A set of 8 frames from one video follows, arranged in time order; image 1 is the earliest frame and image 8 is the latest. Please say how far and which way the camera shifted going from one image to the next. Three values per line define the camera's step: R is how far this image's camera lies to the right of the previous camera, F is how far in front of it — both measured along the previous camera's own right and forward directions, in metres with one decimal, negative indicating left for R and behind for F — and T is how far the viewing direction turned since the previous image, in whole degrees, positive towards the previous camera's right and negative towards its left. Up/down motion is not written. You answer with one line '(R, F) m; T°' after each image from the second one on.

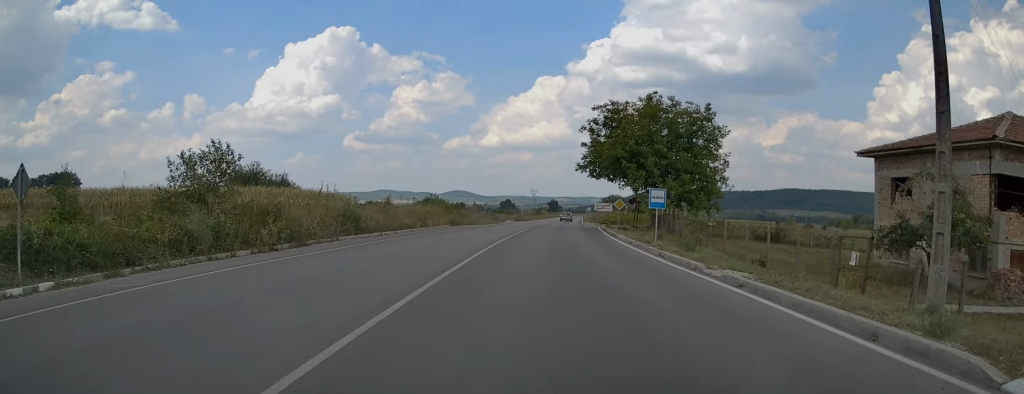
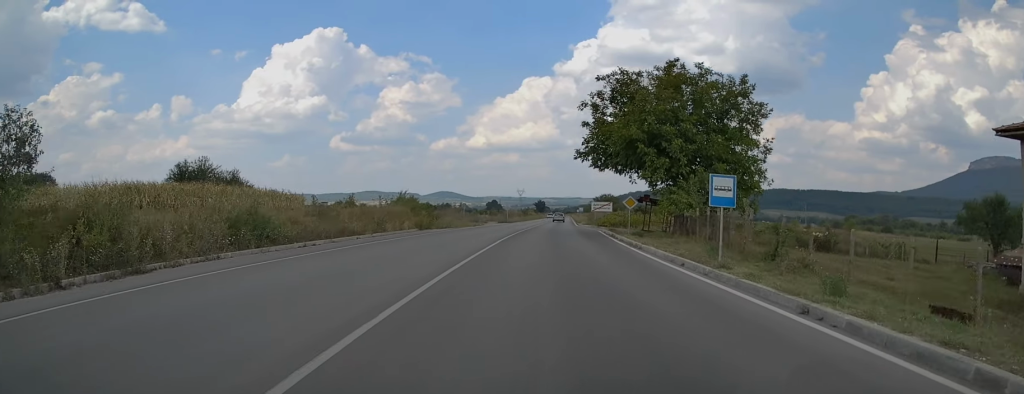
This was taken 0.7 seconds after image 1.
(+0.3, +11.4) m; +1°
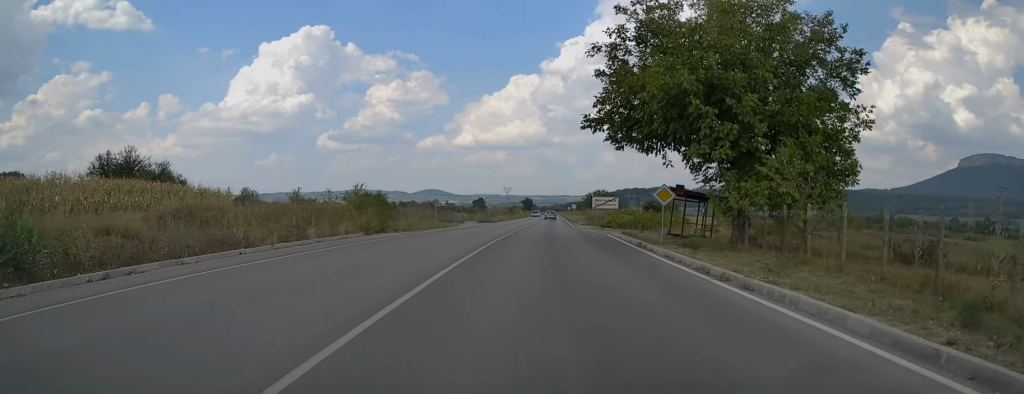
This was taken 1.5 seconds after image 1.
(+0.1, +13.1) m; +1°
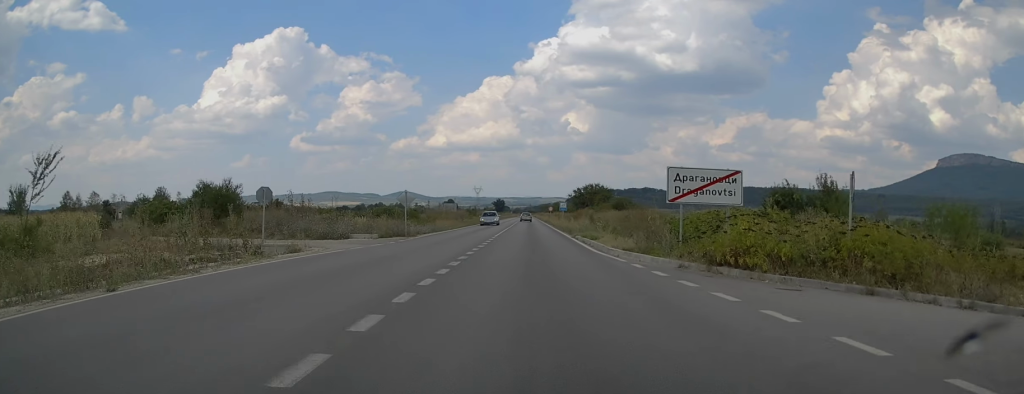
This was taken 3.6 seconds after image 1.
(+0.8, +34.9) m; +2°
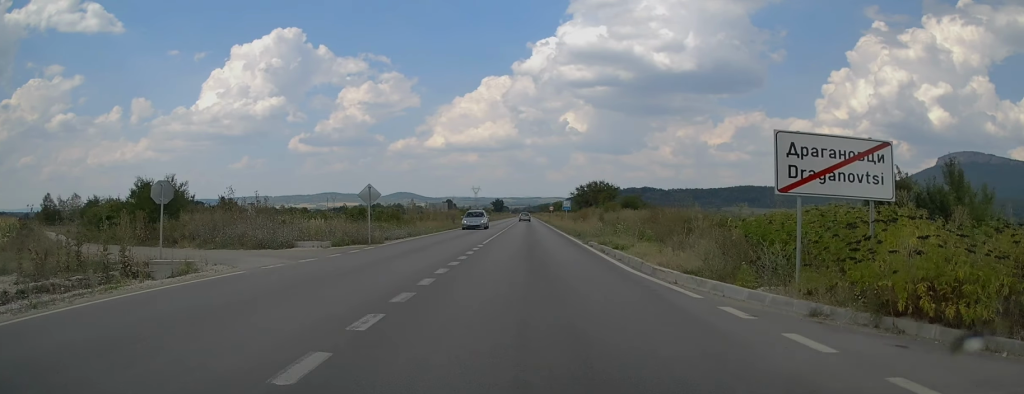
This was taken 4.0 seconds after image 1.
(+0.1, +7.5) m; 0°
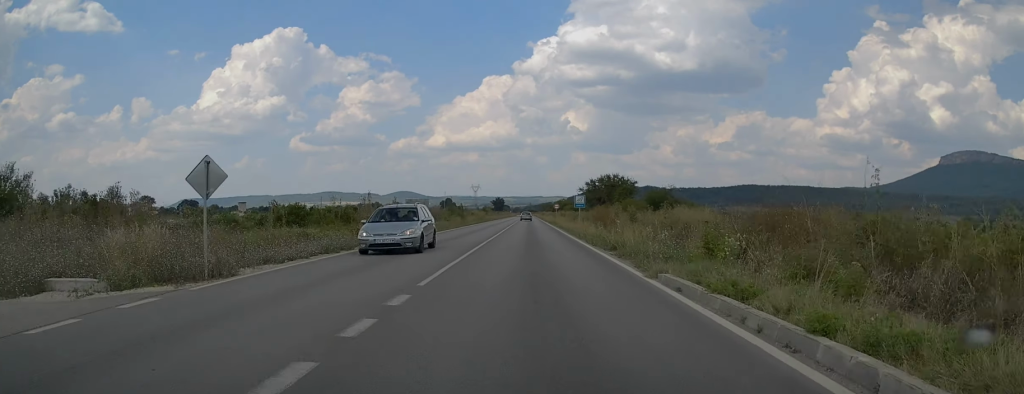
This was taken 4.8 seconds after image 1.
(-0.1, +13.9) m; 0°
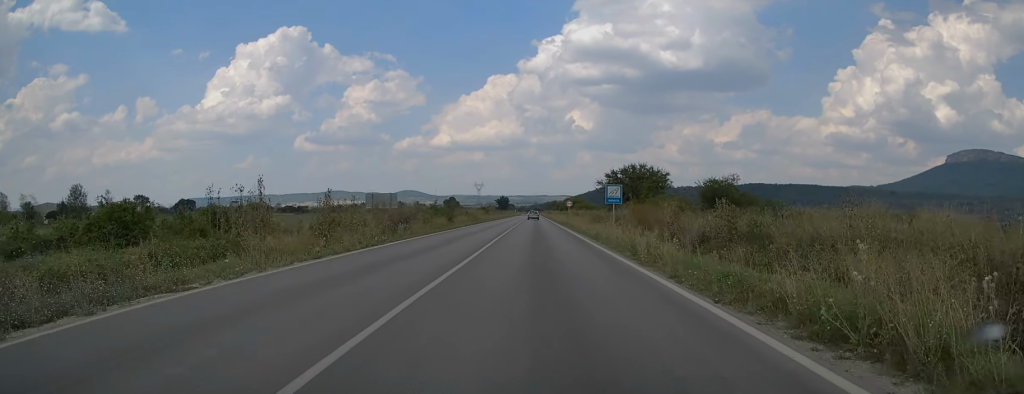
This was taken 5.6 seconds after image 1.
(+0.1, +15.6) m; 0°
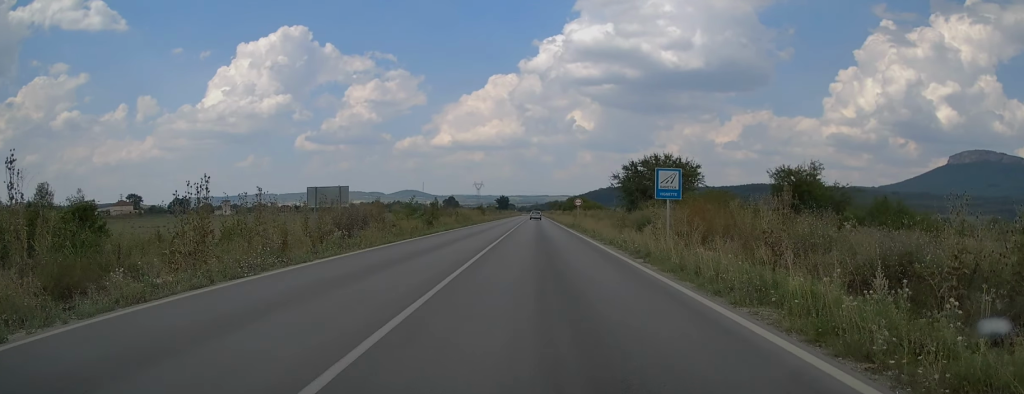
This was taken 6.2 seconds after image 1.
(0.0, +11.4) m; 0°
